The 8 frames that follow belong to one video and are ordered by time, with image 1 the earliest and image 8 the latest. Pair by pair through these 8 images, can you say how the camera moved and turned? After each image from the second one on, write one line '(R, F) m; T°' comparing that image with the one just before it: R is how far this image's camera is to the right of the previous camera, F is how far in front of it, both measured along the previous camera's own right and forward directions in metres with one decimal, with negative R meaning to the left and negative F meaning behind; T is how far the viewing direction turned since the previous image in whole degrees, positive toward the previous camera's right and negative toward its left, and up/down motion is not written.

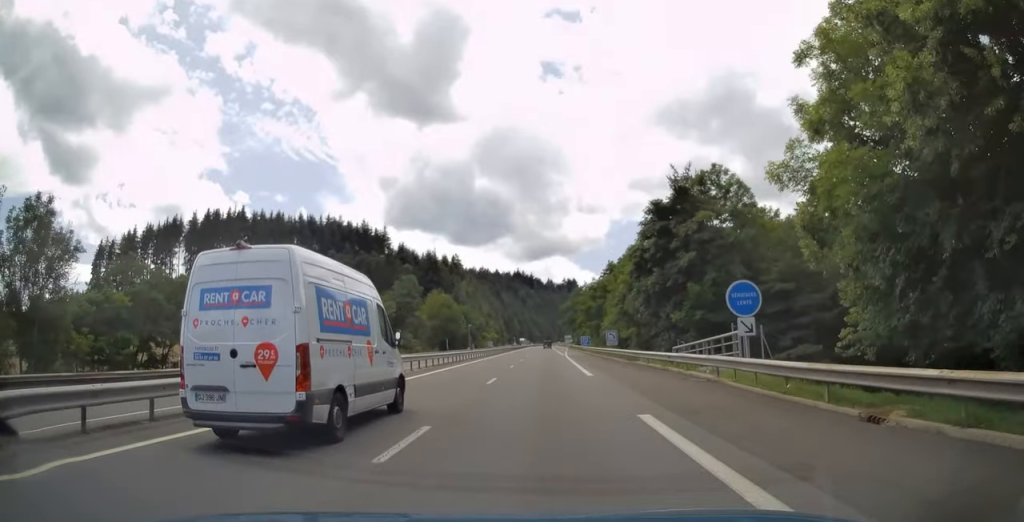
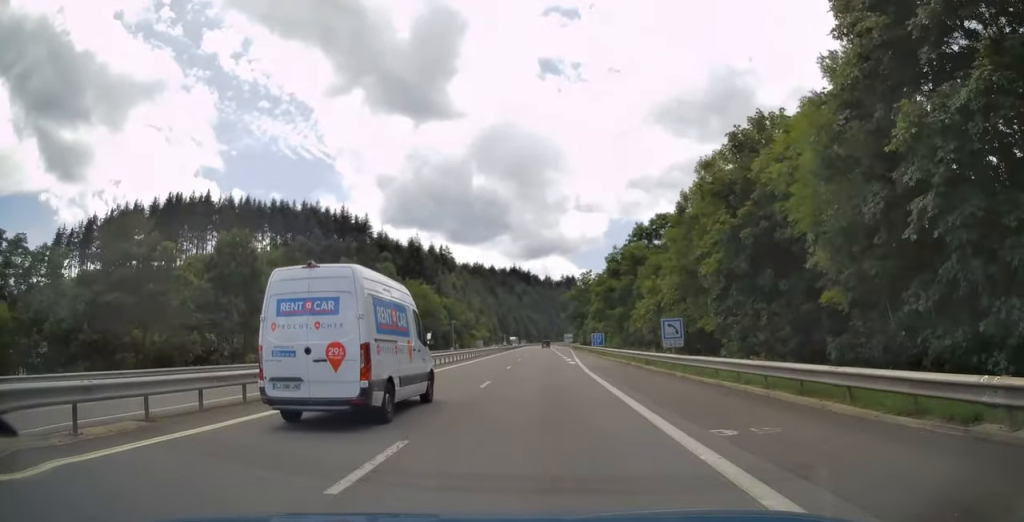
(-0.1, +28.1) m; 0°
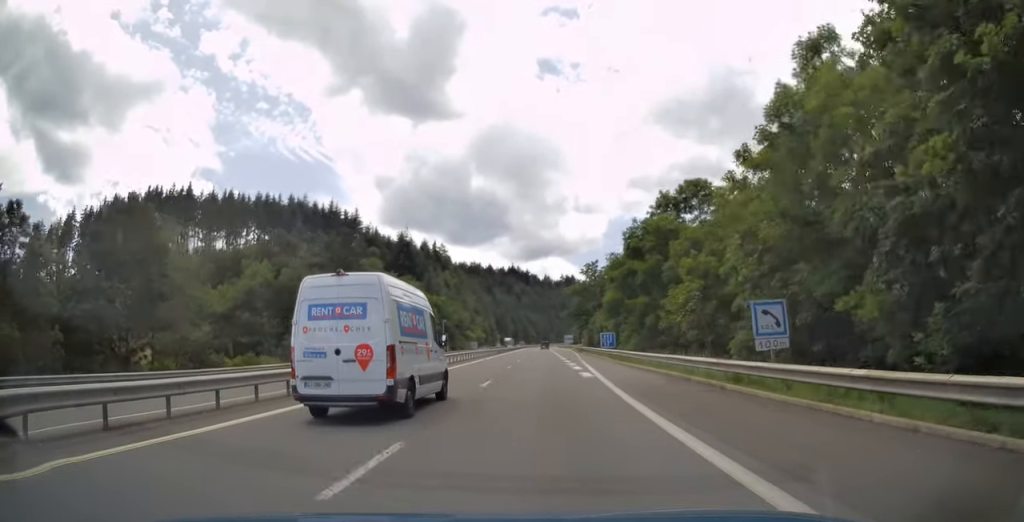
(-0.2, +13.3) m; 0°
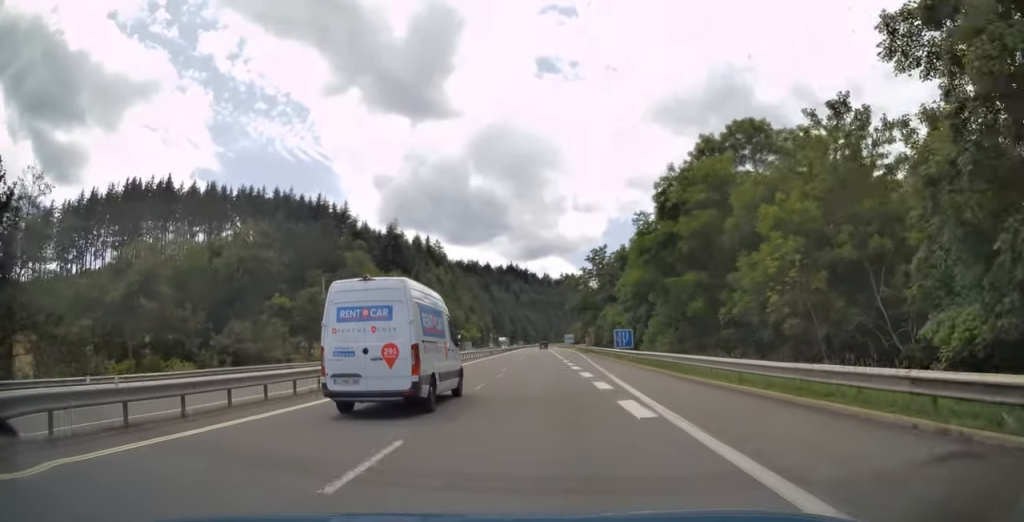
(+0.2, +13.3) m; 0°
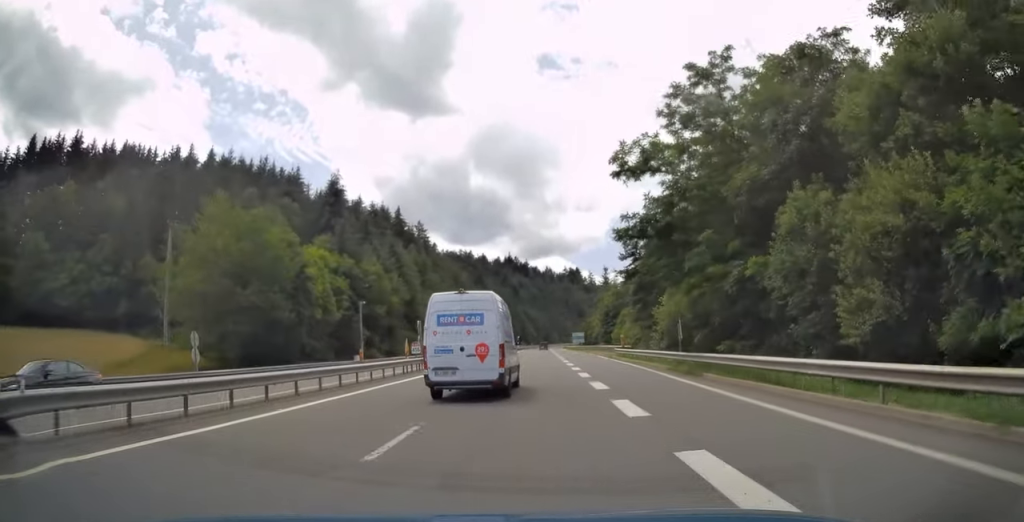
(+0.3, +51.5) m; 0°
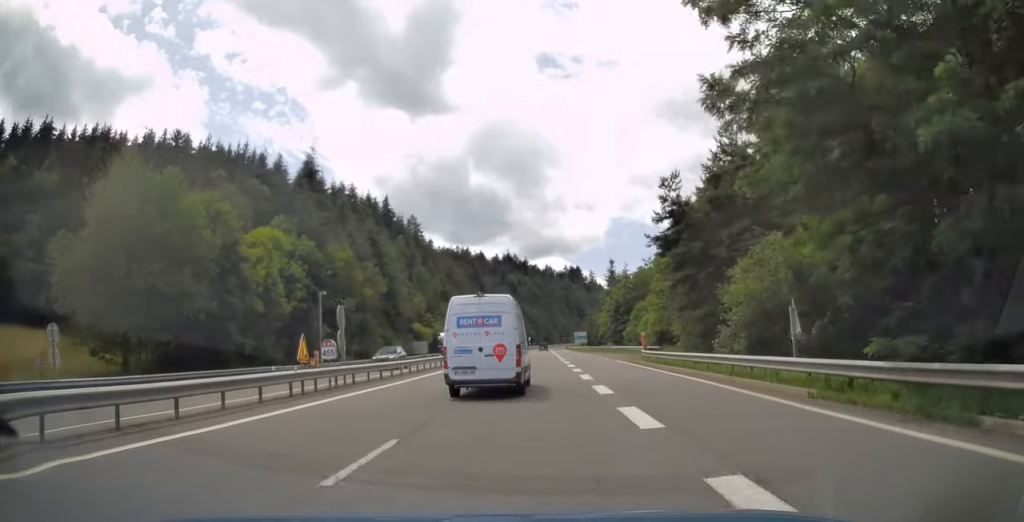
(-0.2, +14.3) m; 0°
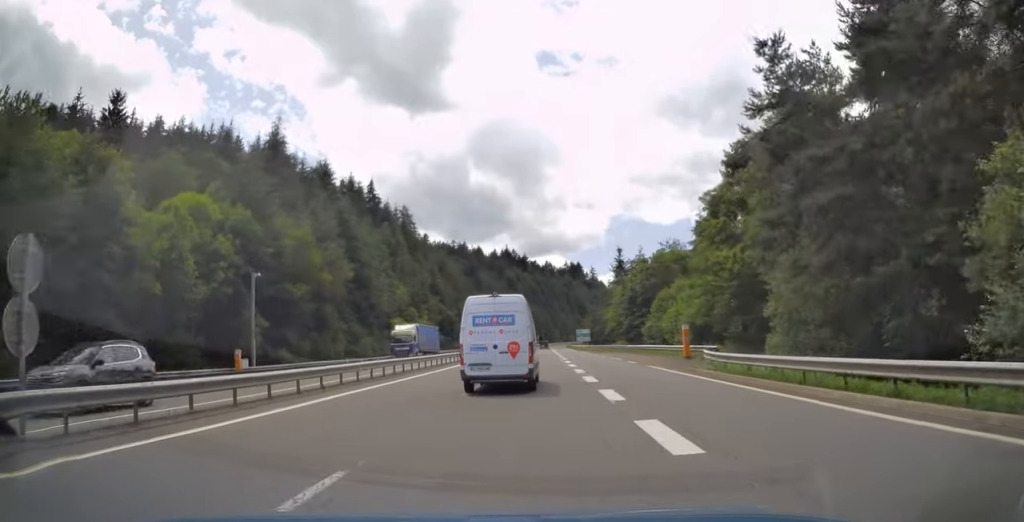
(-0.1, +15.3) m; 0°
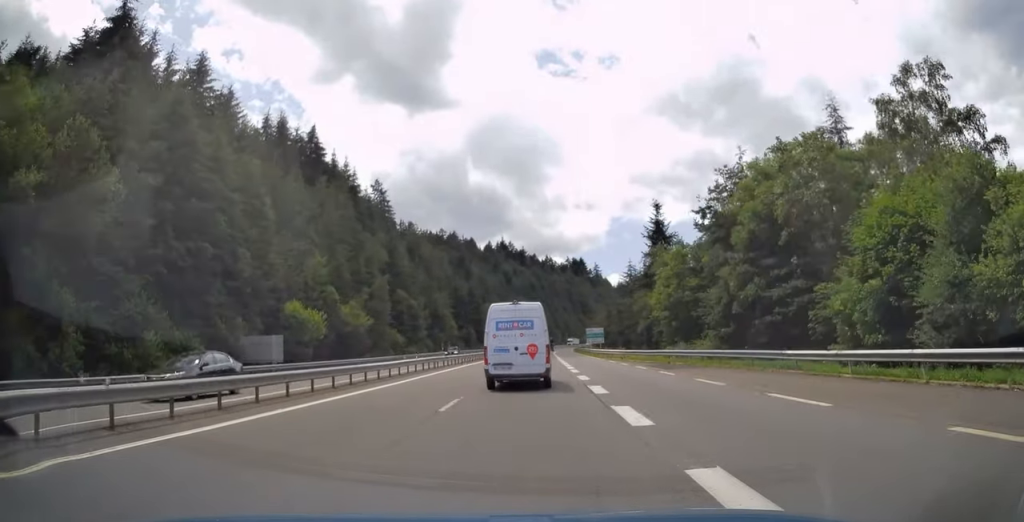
(+0.6, +42.5) m; 0°
